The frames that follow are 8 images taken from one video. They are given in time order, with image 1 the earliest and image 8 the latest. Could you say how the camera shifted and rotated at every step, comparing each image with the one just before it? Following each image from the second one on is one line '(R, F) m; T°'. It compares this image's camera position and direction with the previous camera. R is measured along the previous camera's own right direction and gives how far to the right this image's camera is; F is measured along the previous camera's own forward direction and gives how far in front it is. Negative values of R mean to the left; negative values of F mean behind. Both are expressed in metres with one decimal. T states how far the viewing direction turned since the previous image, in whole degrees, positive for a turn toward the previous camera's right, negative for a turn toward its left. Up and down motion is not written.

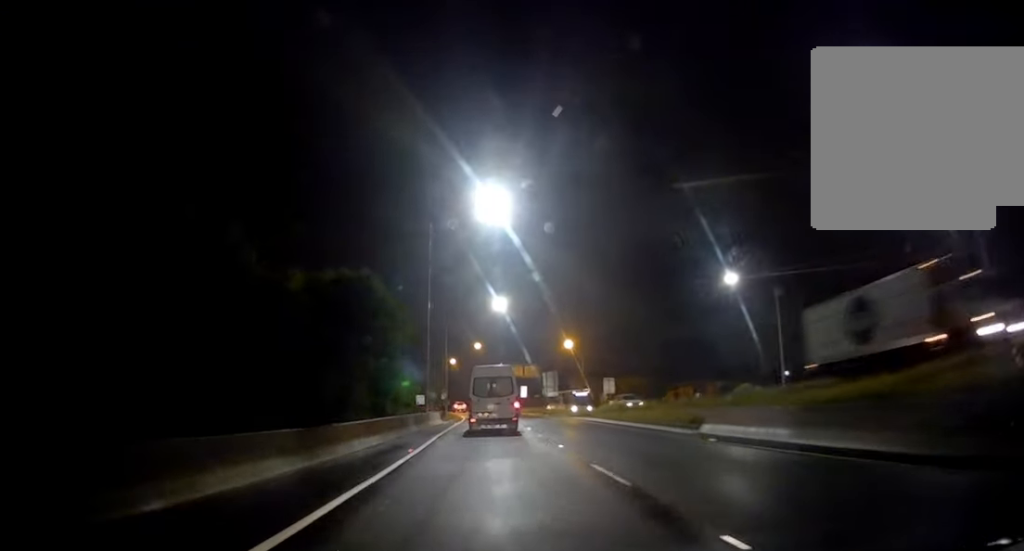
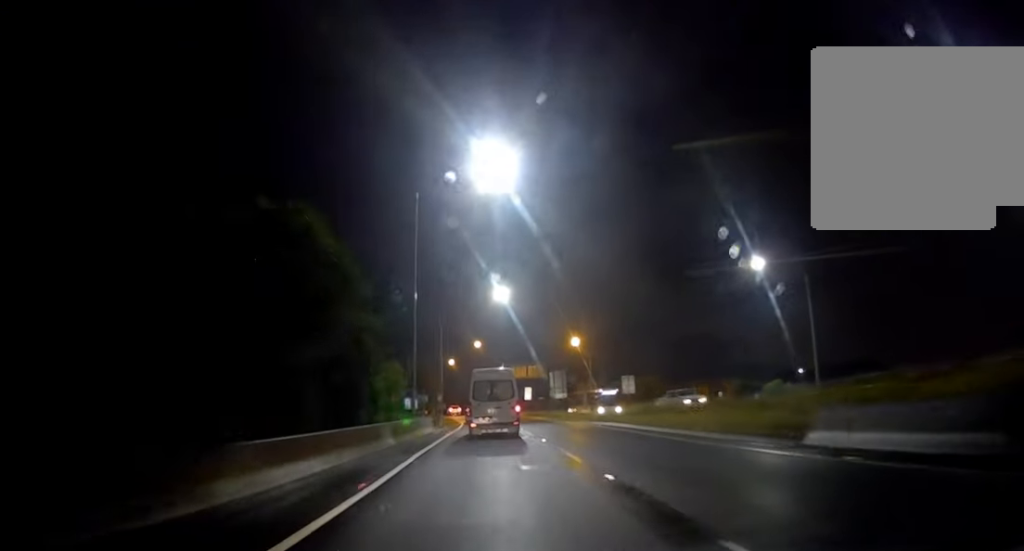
(+0.1, +7.3) m; 0°
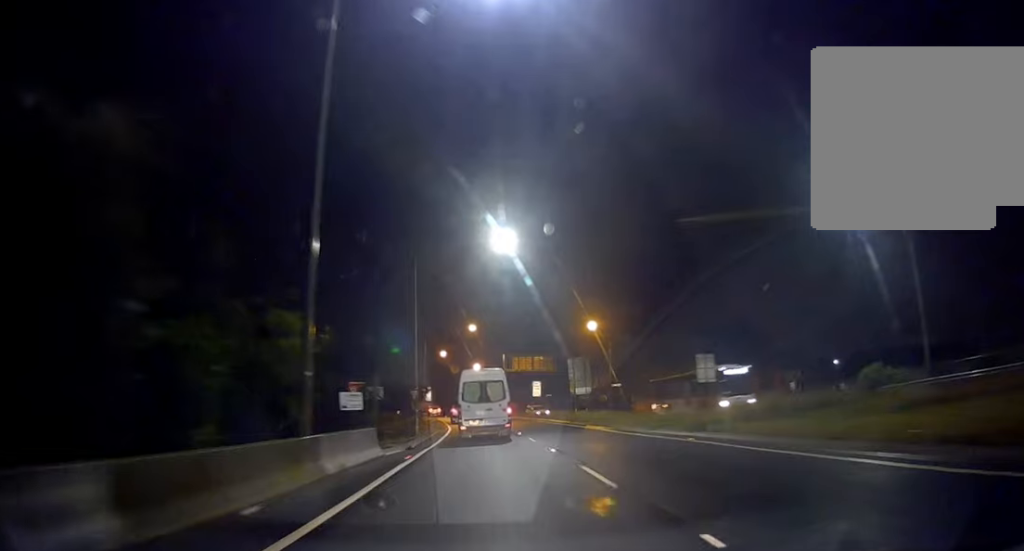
(+0.1, +18.0) m; -2°
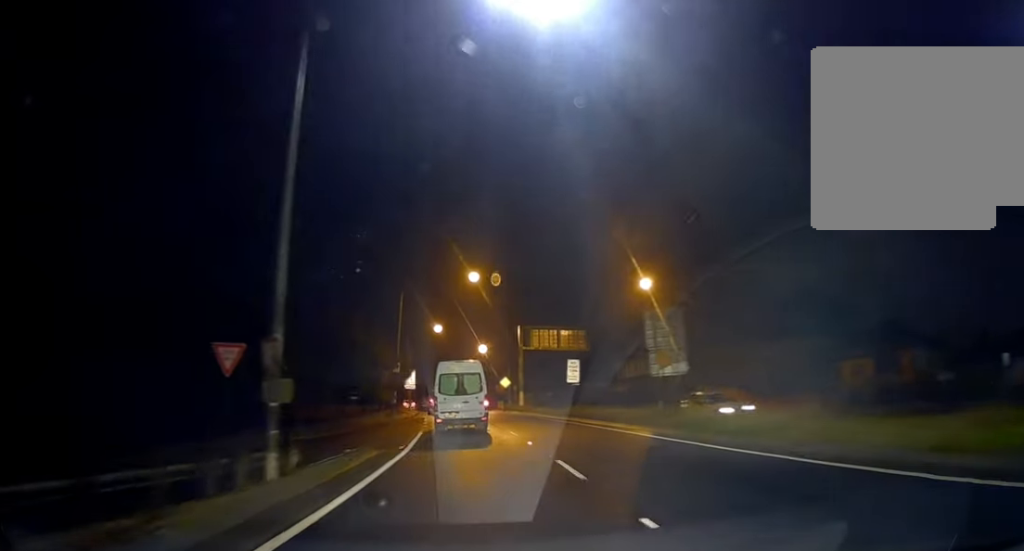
(-0.6, +24.7) m; +1°
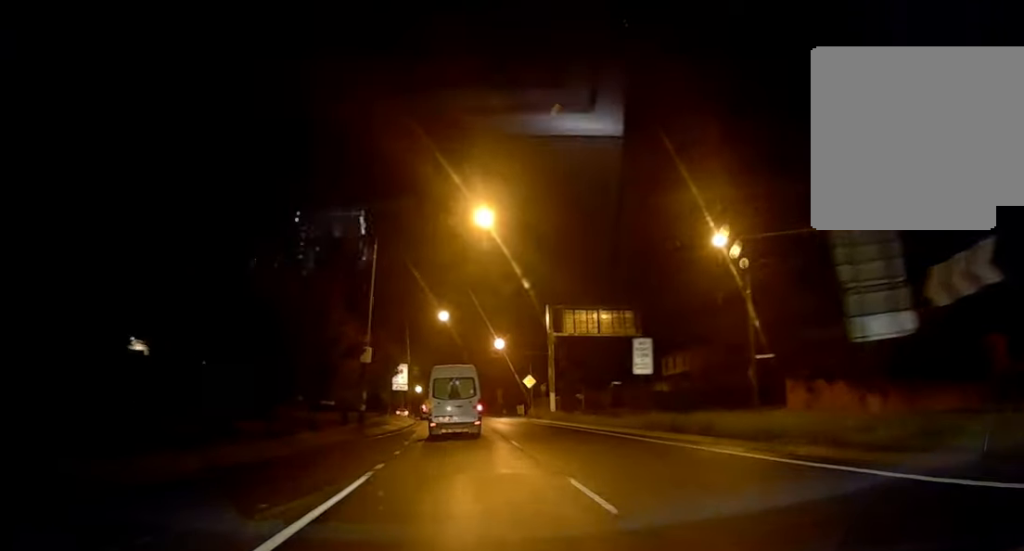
(+0.6, +15.2) m; 0°
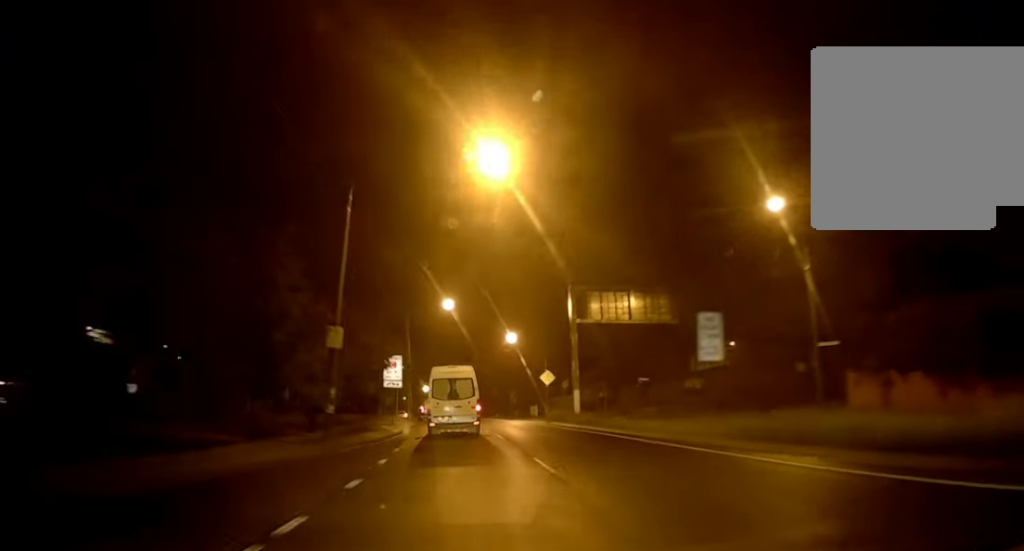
(-0.3, +7.2) m; -1°
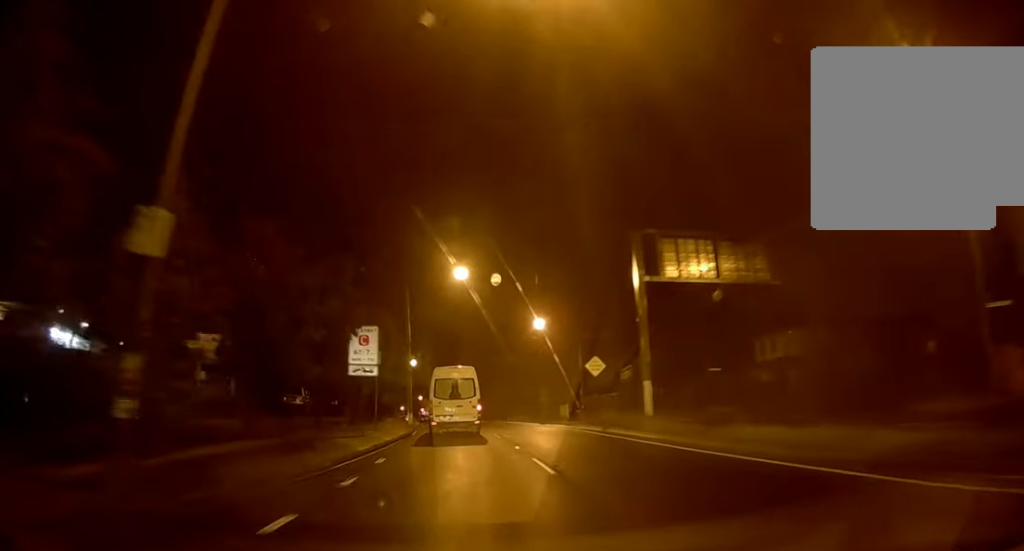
(+0.1, +12.6) m; 0°
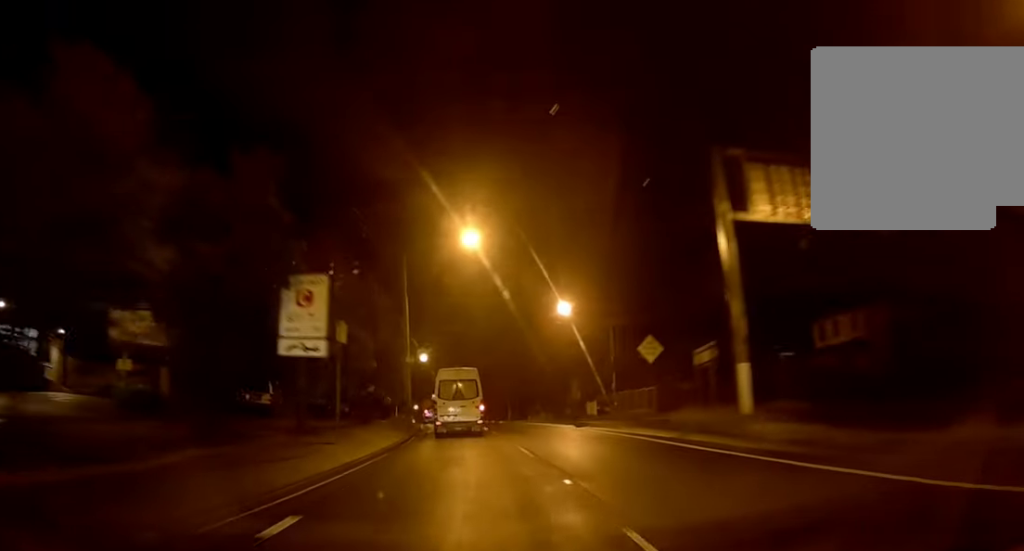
(0.0, +8.7) m; 0°
